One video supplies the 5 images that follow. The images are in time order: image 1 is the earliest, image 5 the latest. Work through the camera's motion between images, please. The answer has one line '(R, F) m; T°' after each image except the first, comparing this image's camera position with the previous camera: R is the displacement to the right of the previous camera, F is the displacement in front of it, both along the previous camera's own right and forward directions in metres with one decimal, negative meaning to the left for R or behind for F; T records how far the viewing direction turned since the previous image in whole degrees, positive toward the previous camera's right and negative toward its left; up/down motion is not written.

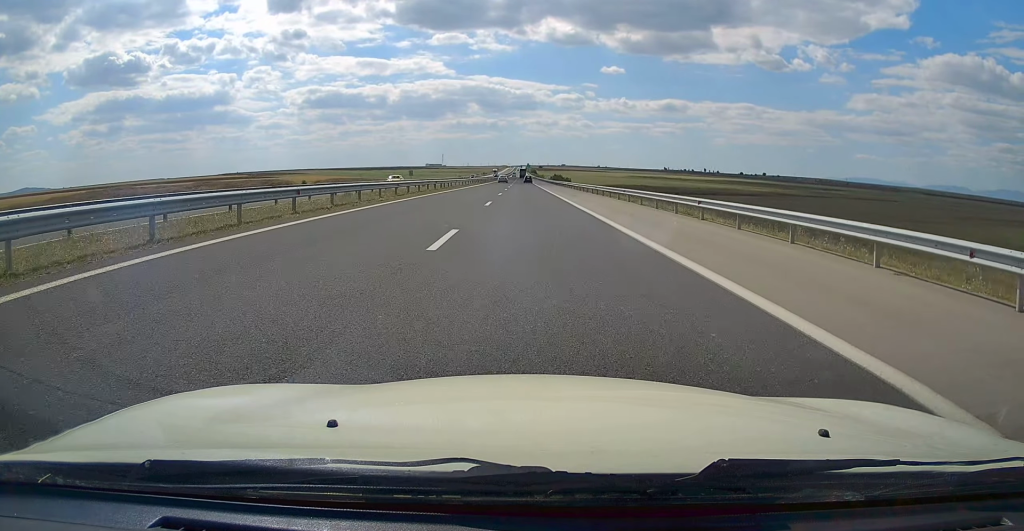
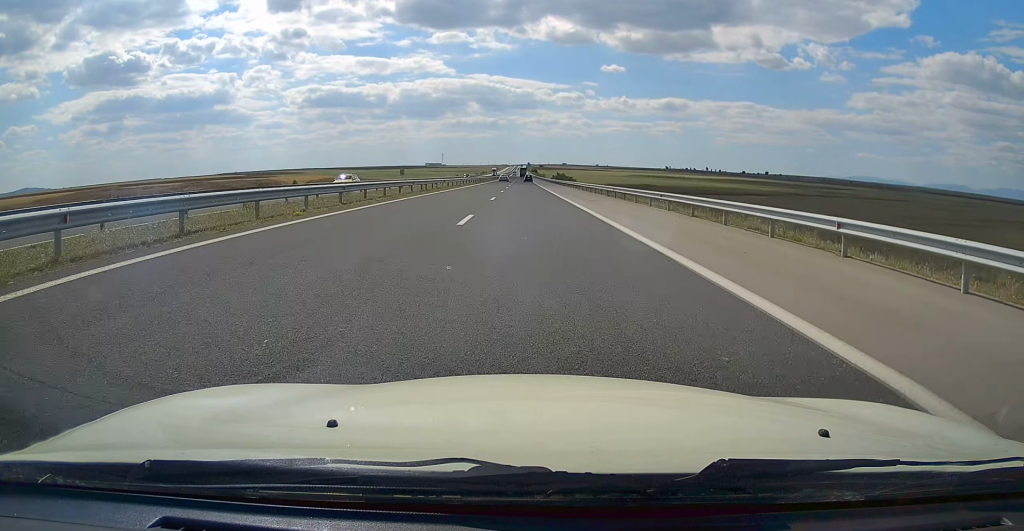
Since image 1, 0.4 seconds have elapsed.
(0.0, +10.8) m; 0°
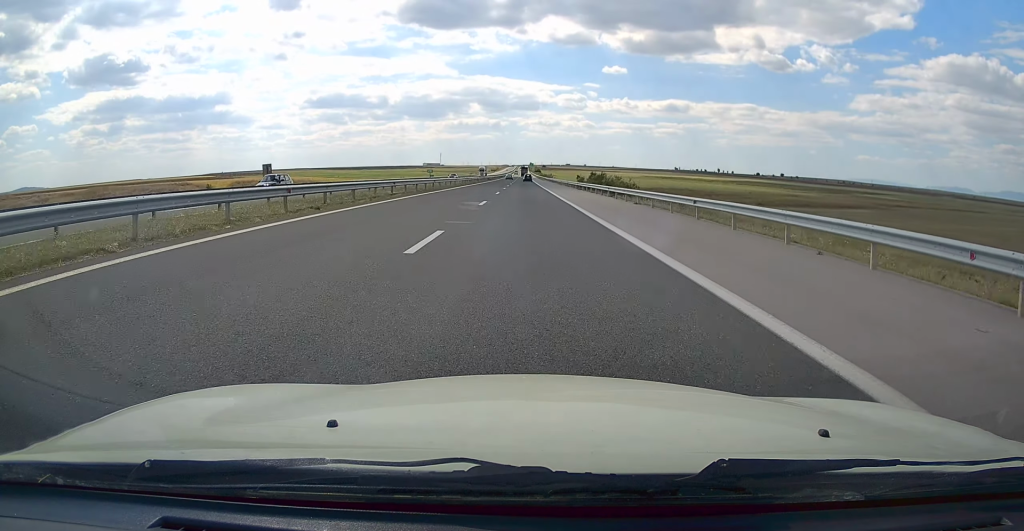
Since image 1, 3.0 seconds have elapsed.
(+0.3, +69.7) m; 0°
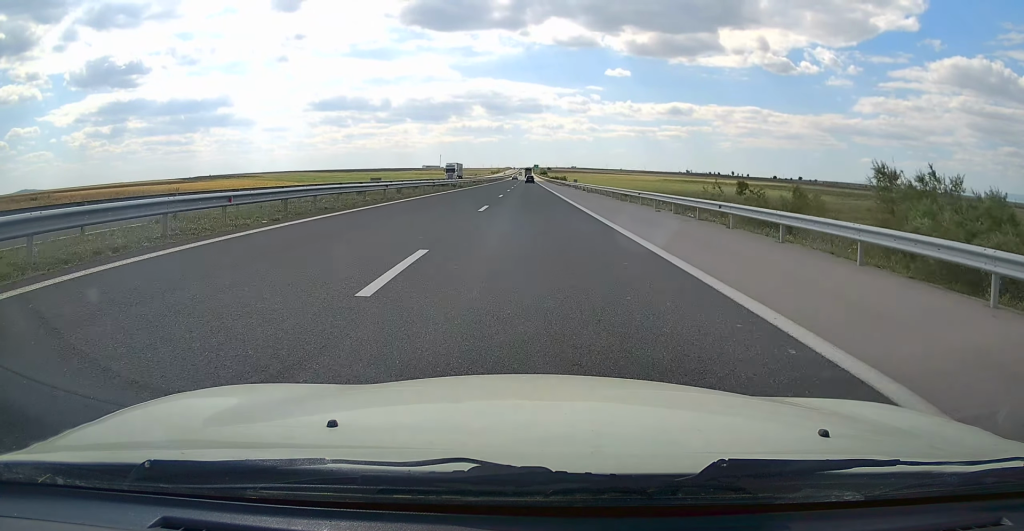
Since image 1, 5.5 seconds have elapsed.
(-0.1, +67.2) m; 0°
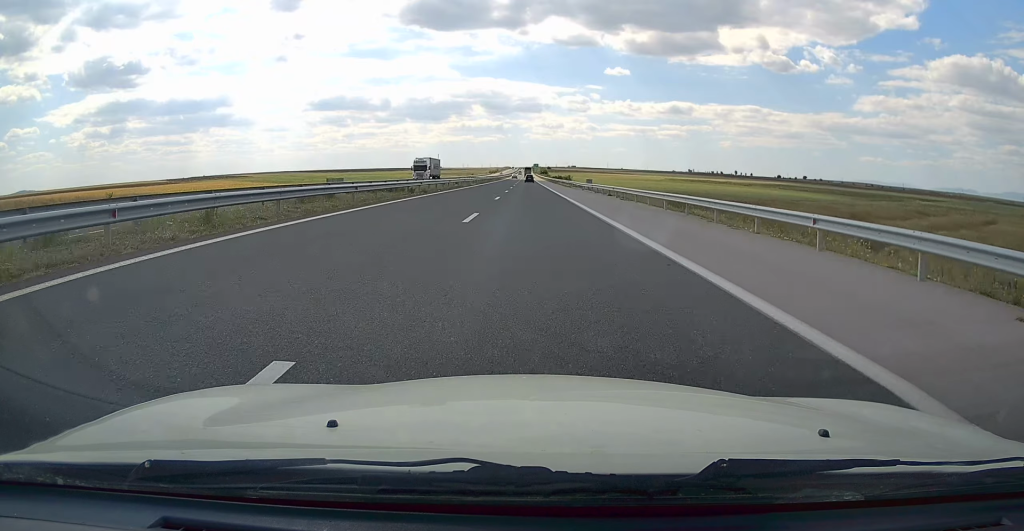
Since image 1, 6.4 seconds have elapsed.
(-0.3, +22.1) m; -1°
